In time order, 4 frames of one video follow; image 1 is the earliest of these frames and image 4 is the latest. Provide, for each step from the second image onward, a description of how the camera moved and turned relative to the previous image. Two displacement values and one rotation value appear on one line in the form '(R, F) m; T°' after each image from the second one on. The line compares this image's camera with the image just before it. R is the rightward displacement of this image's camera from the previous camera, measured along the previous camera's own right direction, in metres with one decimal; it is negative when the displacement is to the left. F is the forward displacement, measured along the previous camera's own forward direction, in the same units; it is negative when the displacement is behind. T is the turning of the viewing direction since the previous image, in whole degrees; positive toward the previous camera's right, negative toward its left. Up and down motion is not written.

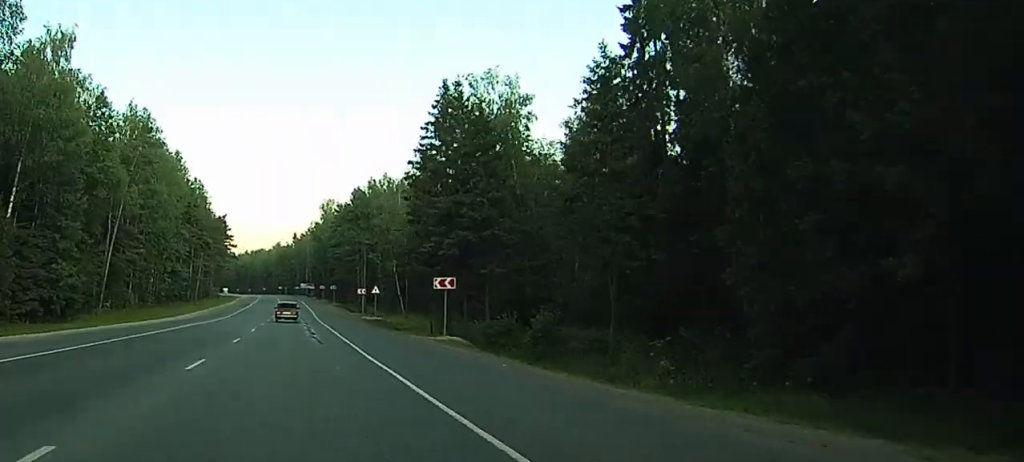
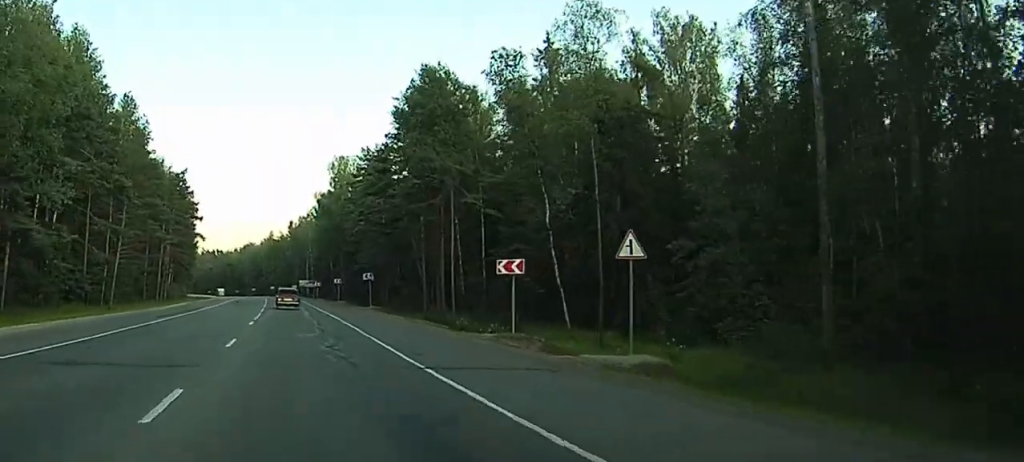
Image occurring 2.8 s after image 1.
(+0.3, +66.8) m; +2°
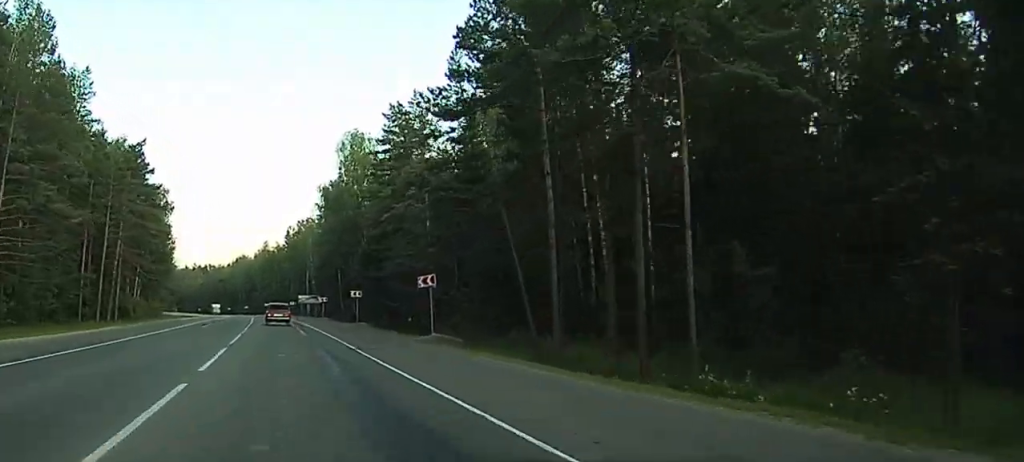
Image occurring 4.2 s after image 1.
(+0.3, +33.8) m; +1°
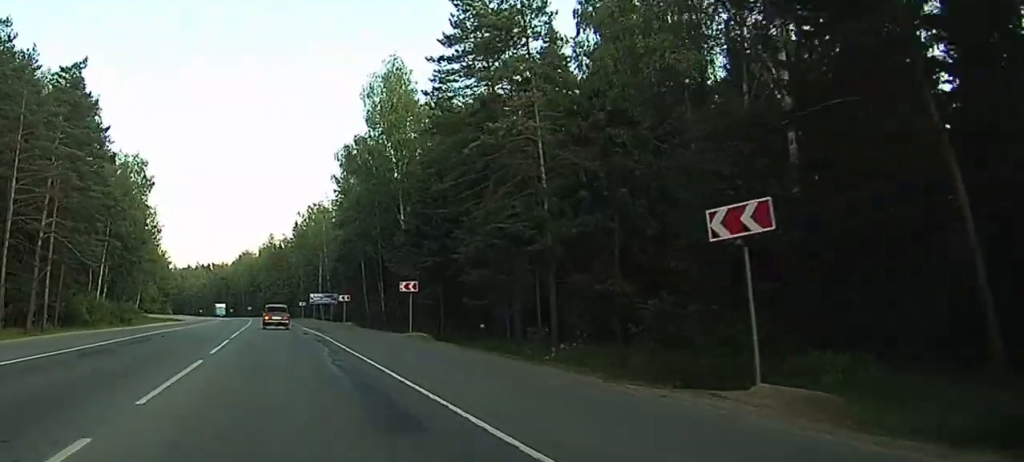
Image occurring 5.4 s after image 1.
(-0.2, +30.0) m; -1°
